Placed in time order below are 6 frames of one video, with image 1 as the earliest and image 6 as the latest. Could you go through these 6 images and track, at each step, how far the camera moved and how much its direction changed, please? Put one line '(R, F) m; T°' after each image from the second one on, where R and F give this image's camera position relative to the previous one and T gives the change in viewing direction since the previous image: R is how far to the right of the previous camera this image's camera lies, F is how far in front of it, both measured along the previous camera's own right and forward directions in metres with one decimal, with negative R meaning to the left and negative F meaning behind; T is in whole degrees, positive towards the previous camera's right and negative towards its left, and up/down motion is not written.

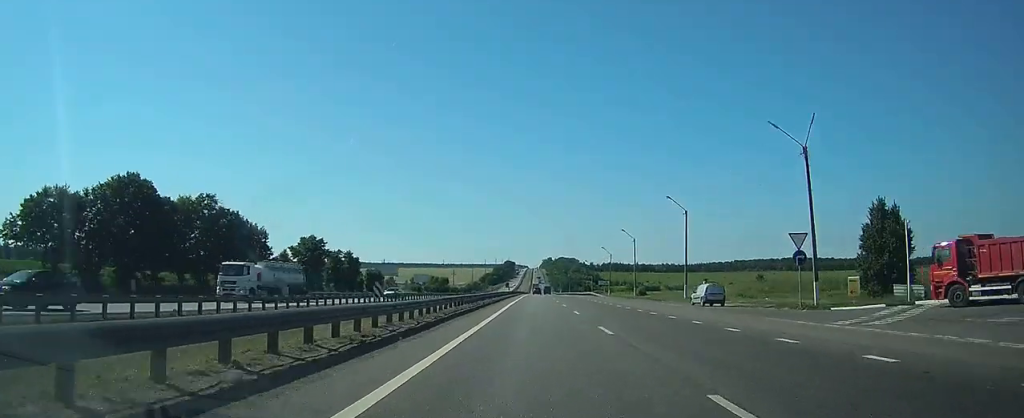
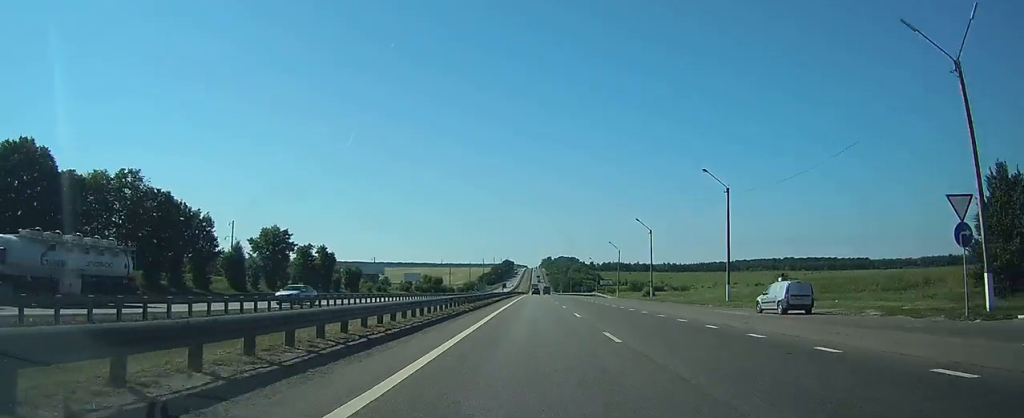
(0.0, +14.3) m; 0°
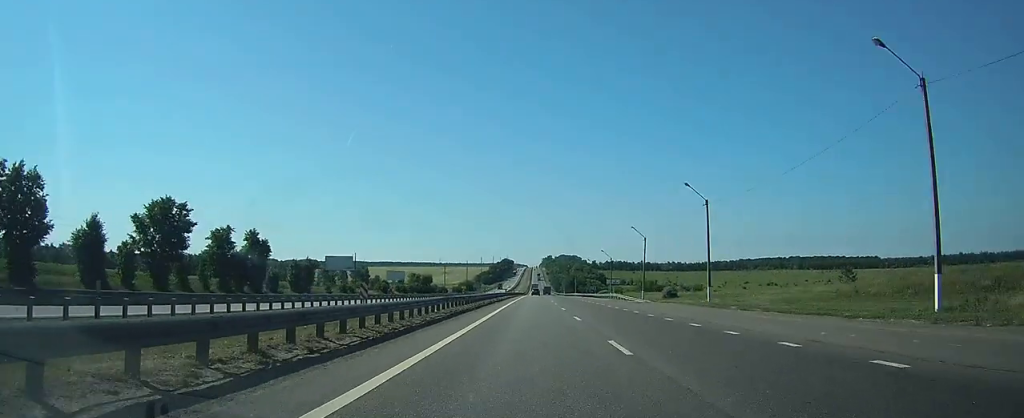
(+0.1, +26.6) m; 0°
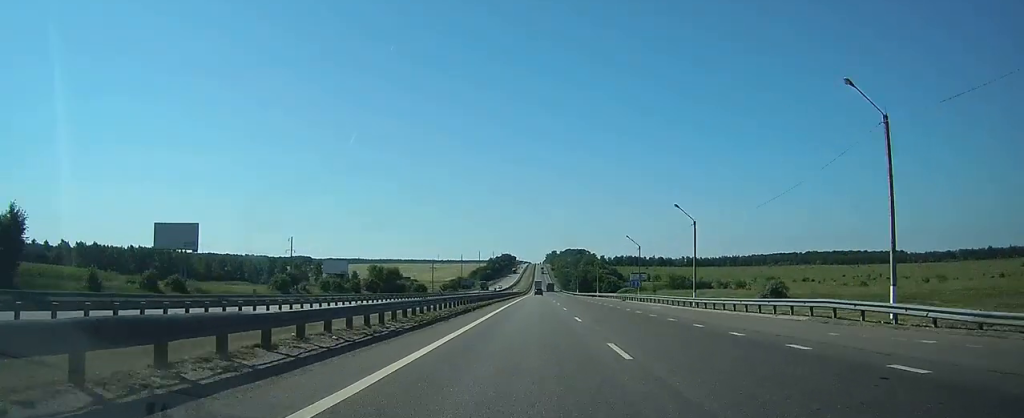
(-0.3, +60.4) m; -1°
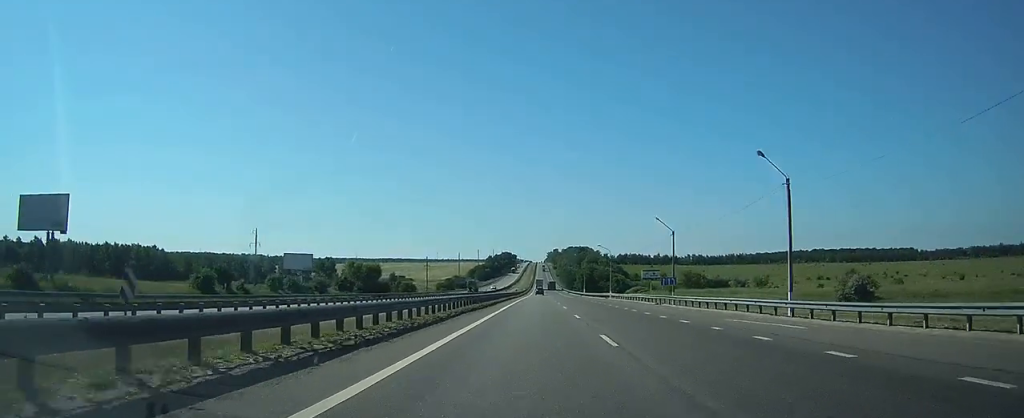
(0.0, +21.5) m; 0°
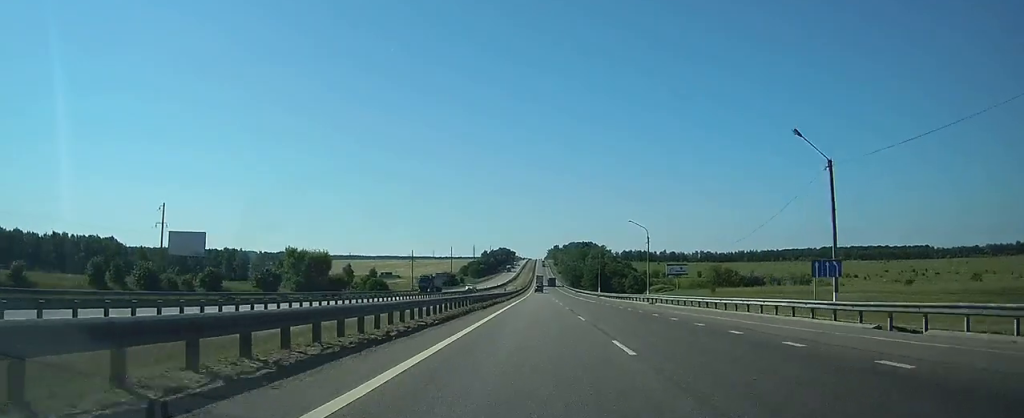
(-0.2, +37.3) m; 0°
